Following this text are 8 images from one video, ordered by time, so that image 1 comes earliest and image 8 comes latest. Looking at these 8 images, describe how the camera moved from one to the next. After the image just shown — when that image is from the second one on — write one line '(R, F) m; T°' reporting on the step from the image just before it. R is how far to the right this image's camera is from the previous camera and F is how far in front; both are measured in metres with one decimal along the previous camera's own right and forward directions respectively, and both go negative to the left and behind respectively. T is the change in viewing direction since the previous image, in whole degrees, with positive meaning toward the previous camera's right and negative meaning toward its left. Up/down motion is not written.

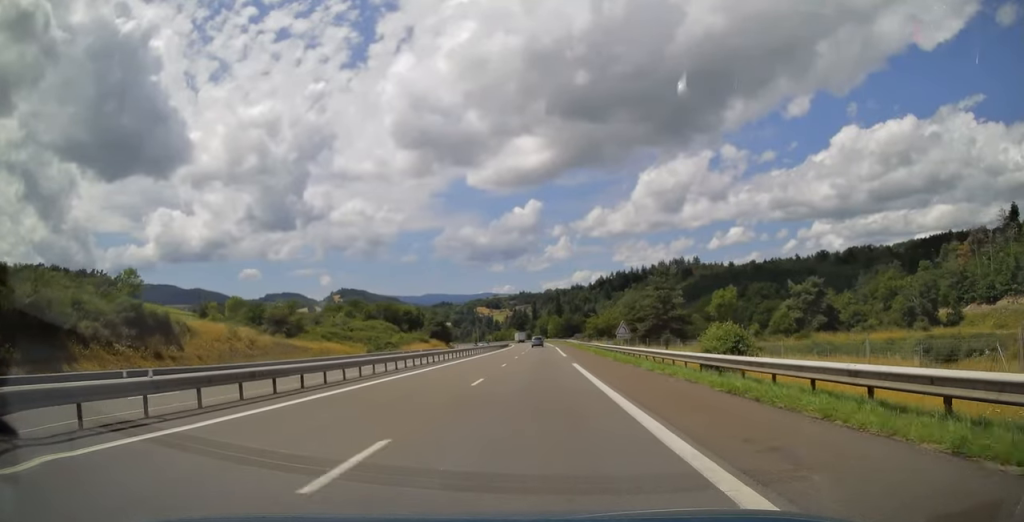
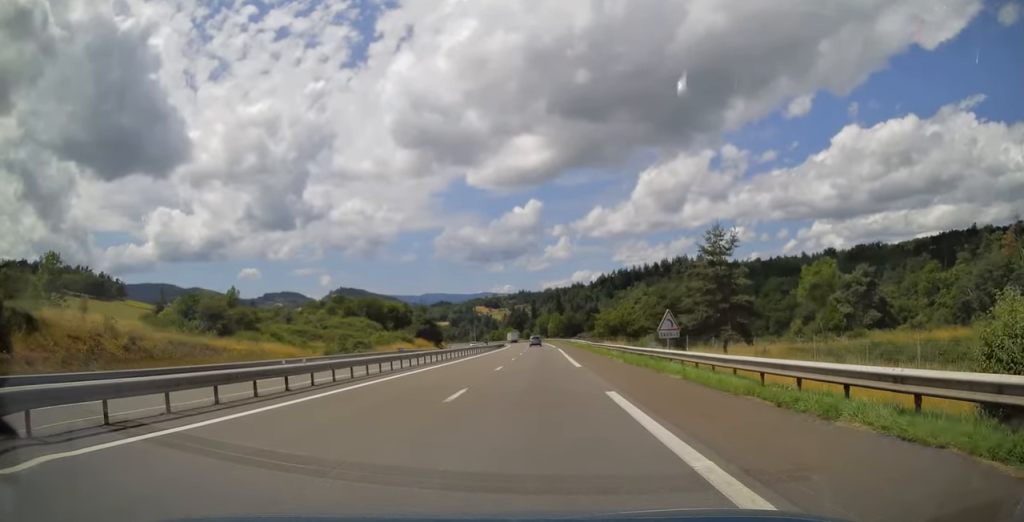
(+0.1, +17.2) m; 0°
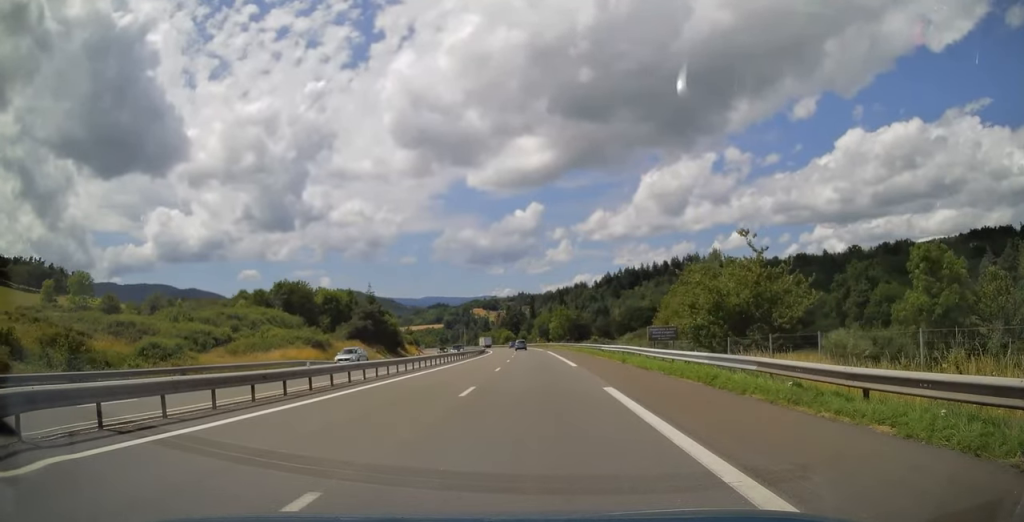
(+0.5, +50.3) m; +1°
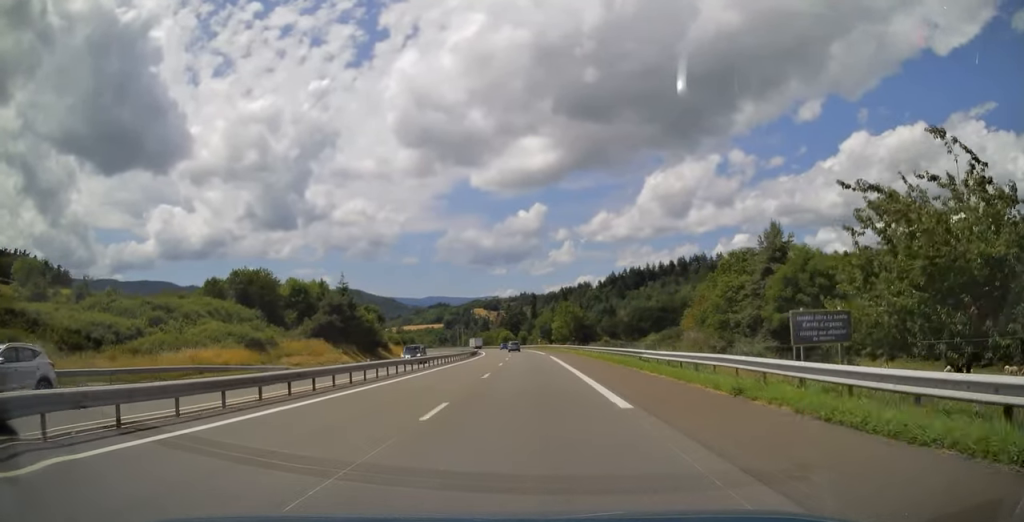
(-0.1, +17.3) m; 0°
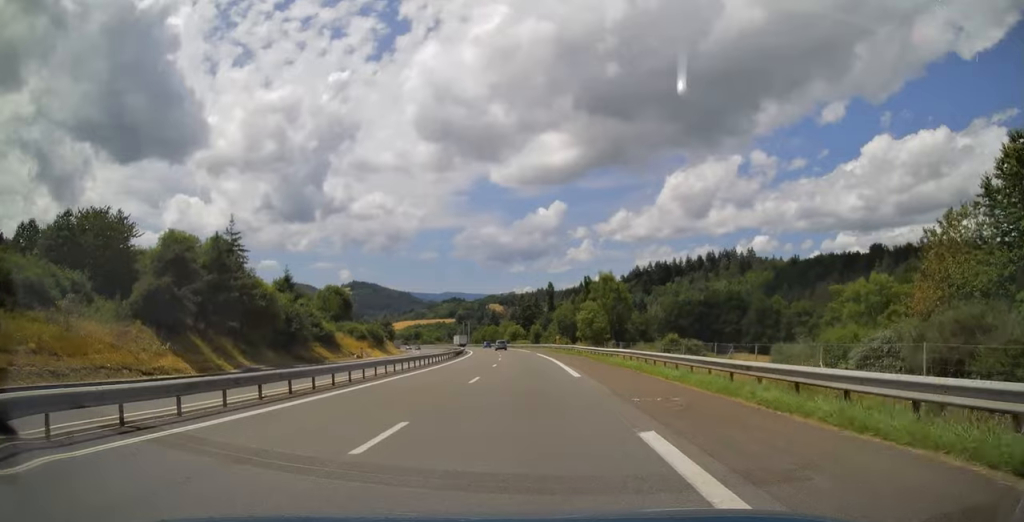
(-0.1, +41.8) m; -1°
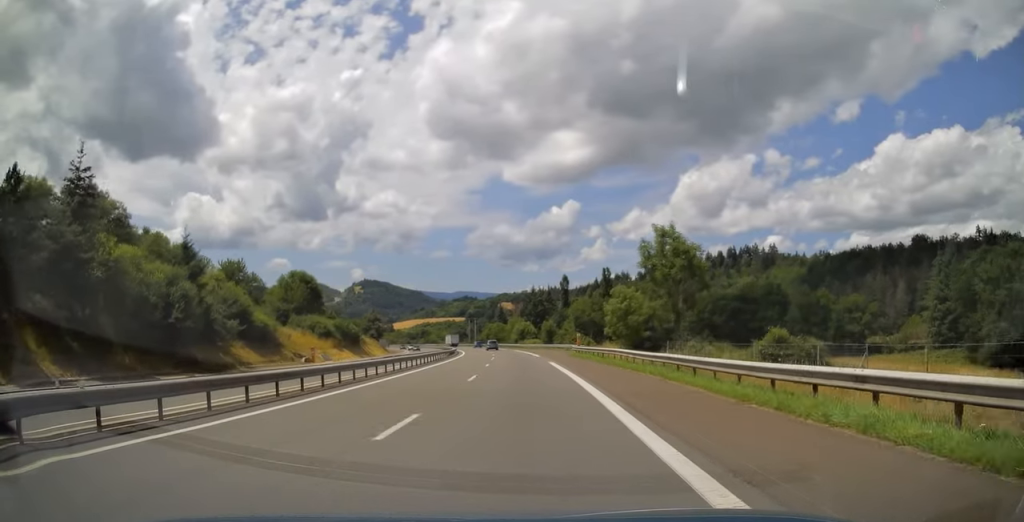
(-0.4, +24.6) m; -1°
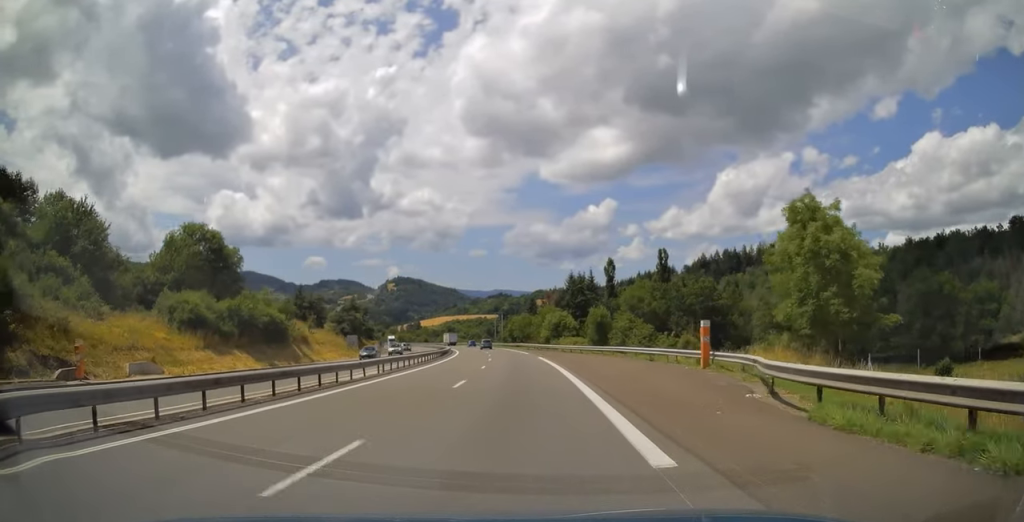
(-0.8, +41.9) m; -3°
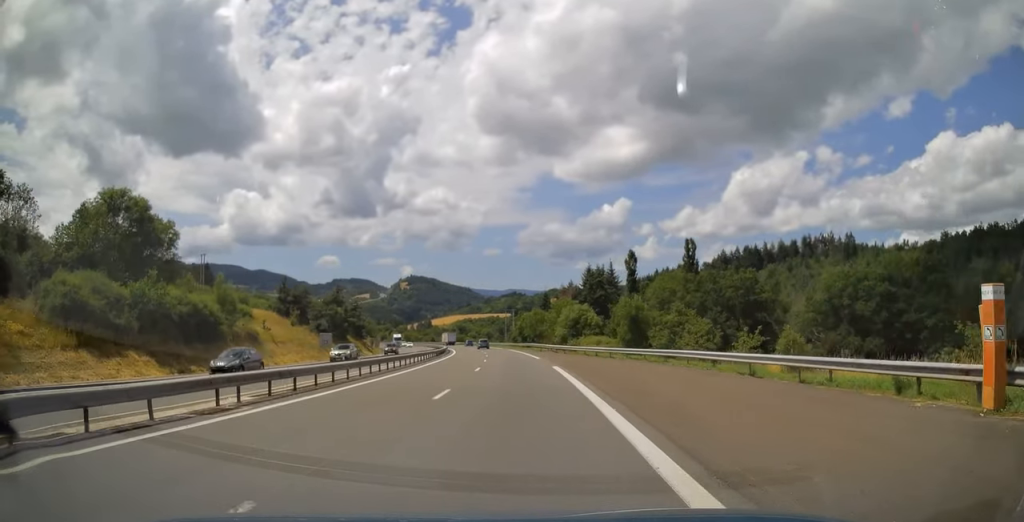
(-0.3, +16.2) m; -1°
